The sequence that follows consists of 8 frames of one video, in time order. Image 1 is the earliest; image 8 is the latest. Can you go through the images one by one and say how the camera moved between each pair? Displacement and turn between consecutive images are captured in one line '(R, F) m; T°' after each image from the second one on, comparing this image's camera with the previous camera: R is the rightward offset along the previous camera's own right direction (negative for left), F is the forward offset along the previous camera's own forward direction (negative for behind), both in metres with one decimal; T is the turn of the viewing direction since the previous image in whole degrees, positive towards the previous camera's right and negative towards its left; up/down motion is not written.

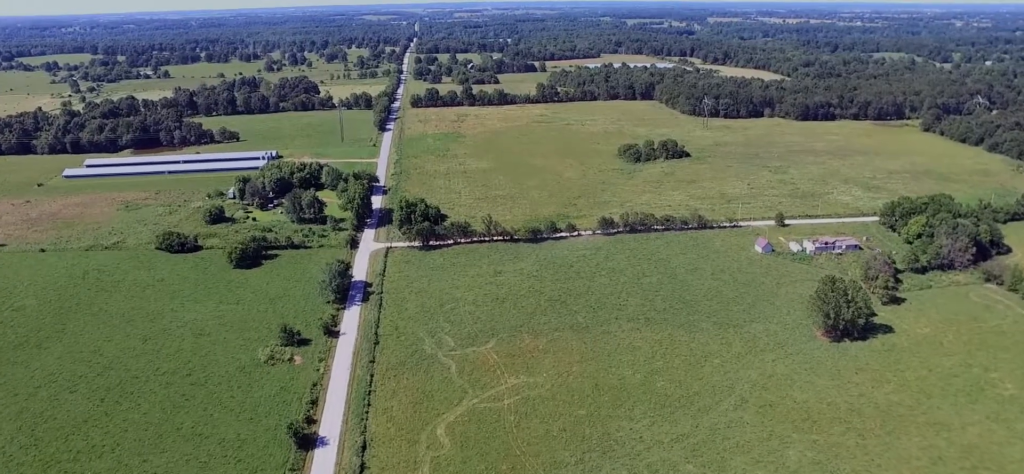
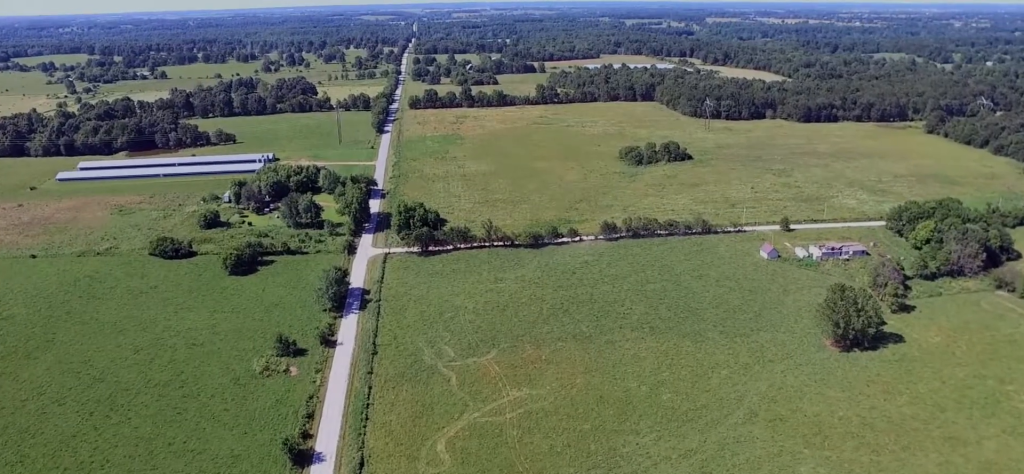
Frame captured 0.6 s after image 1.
(0.0, +7.1) m; 0°
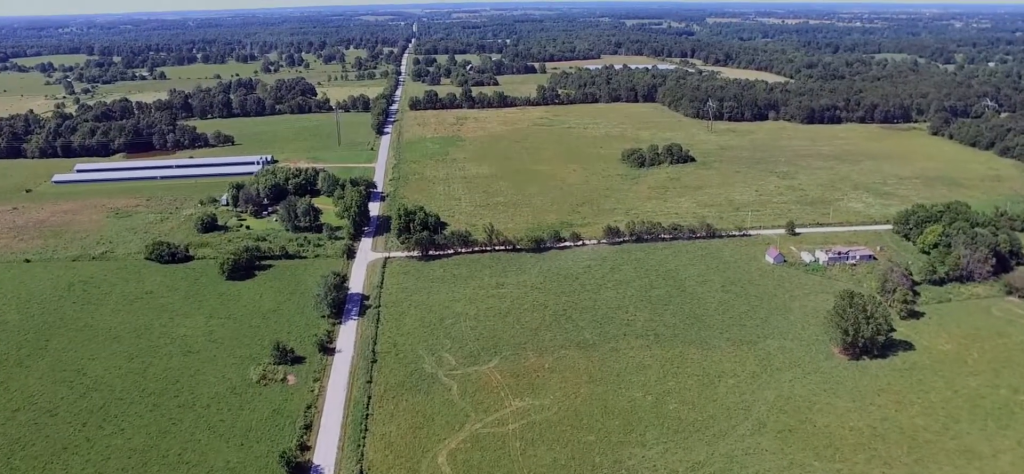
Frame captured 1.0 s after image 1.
(0.0, +5.4) m; 0°
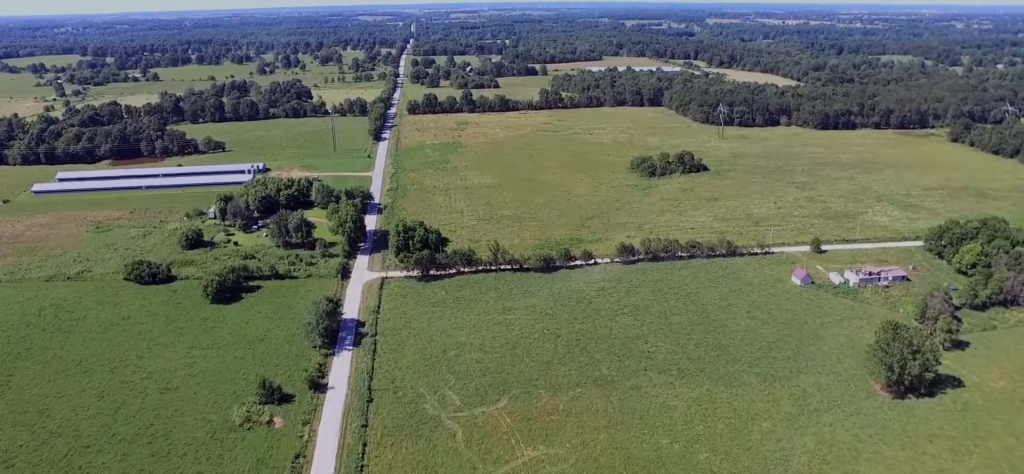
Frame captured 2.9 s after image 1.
(0.0, +23.9) m; 0°
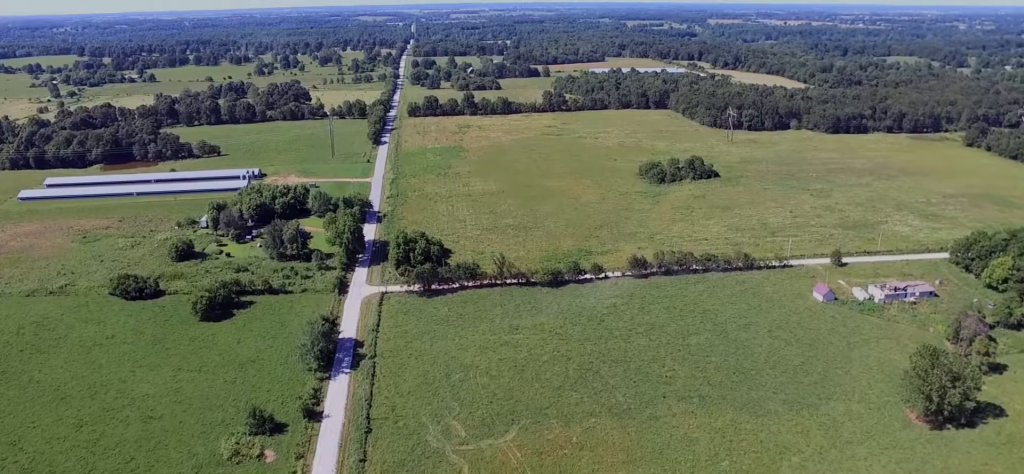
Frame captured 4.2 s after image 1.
(+0.2, +16.3) m; +1°
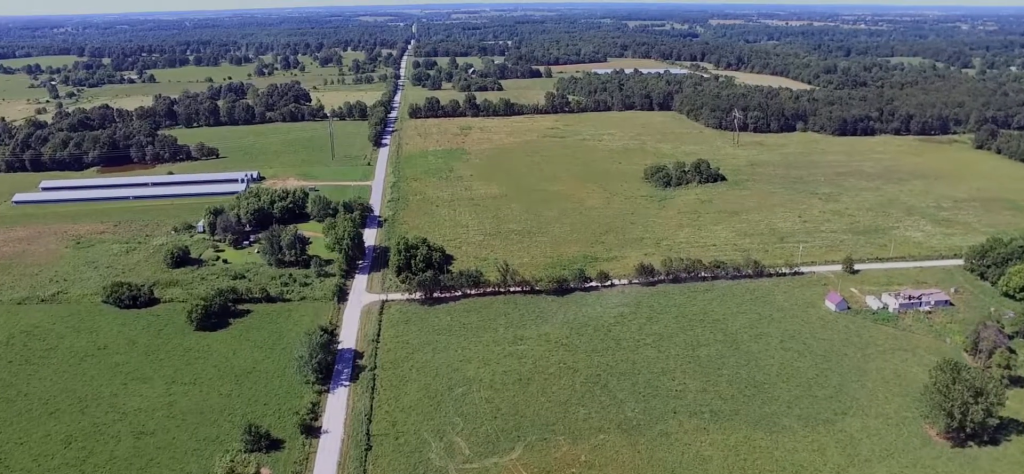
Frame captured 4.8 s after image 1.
(0.0, +7.9) m; 0°
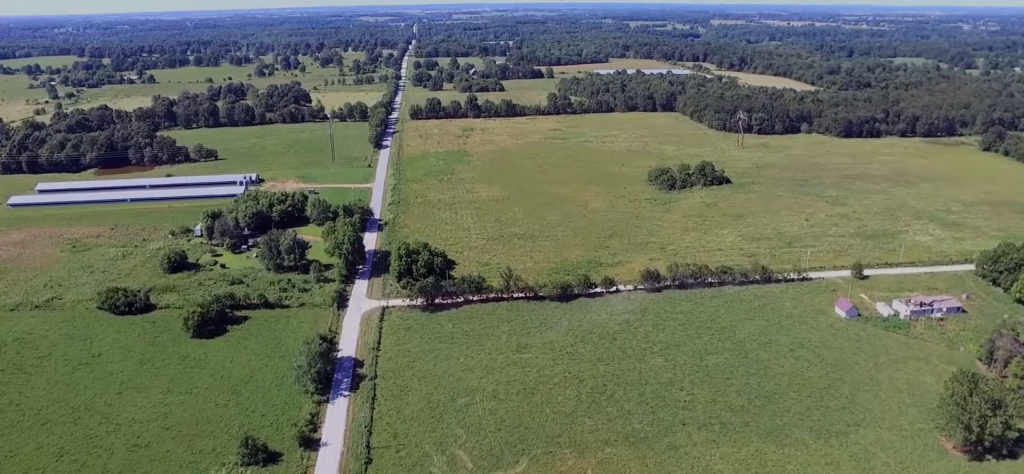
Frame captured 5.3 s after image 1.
(0.0, +5.8) m; 0°
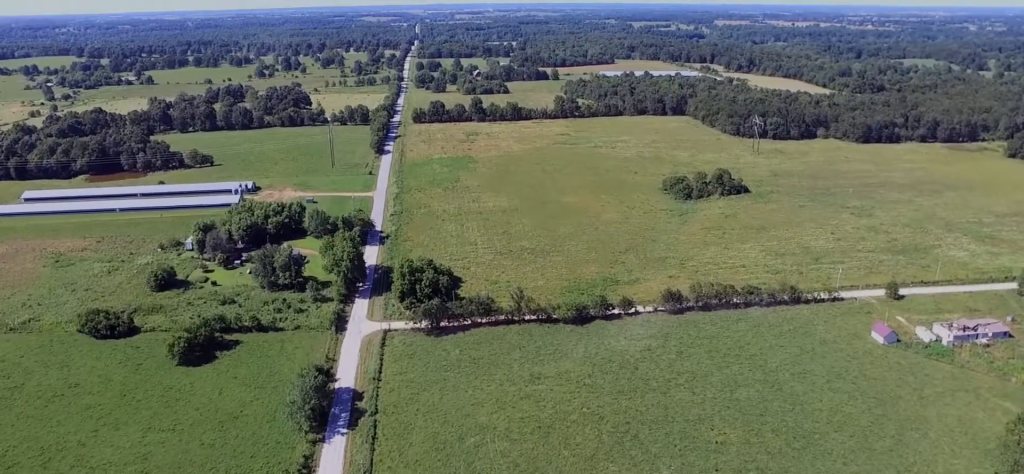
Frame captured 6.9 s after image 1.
(-0.3, +20.6) m; -1°
